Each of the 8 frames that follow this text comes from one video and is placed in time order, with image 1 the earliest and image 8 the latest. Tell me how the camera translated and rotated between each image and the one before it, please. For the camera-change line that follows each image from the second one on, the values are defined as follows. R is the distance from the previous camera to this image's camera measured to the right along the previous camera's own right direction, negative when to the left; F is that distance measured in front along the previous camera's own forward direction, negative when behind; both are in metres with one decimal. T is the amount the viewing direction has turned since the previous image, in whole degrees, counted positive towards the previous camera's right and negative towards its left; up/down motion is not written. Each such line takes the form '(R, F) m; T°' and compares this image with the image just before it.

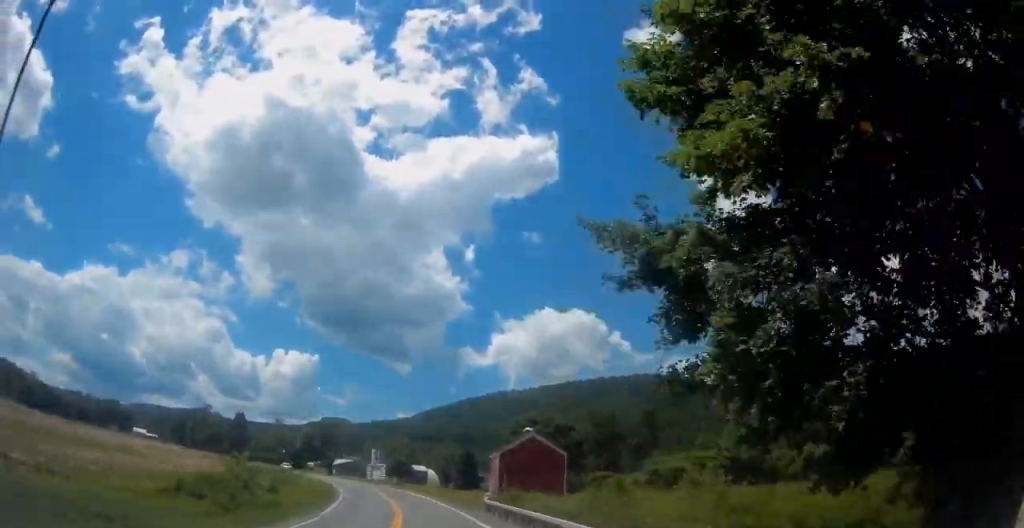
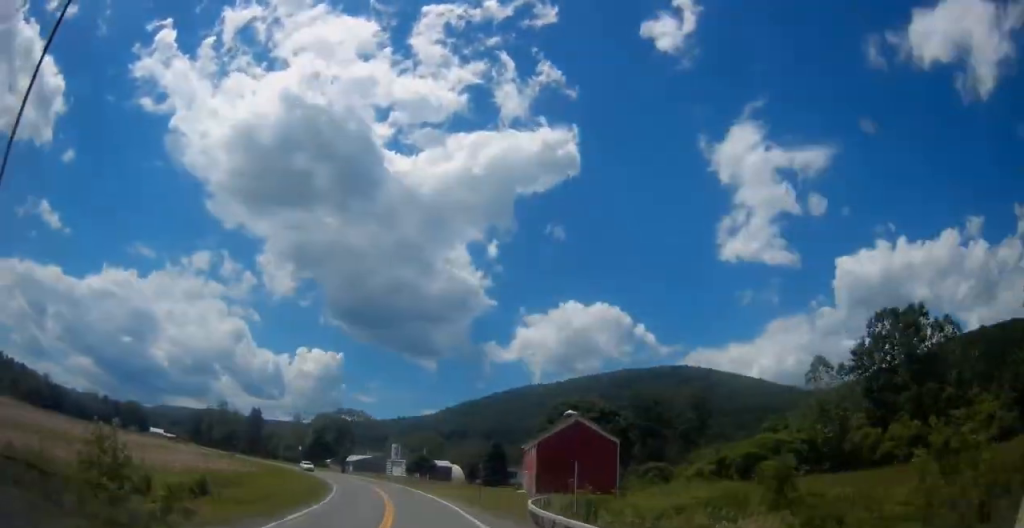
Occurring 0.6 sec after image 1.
(-0.3, +12.5) m; -2°
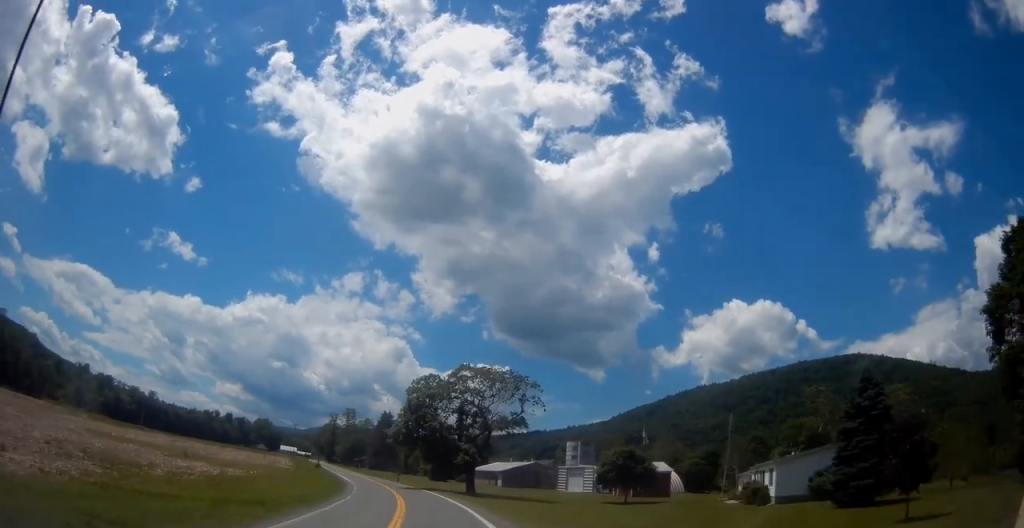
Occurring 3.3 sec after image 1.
(-7.1, +59.3) m; -15°
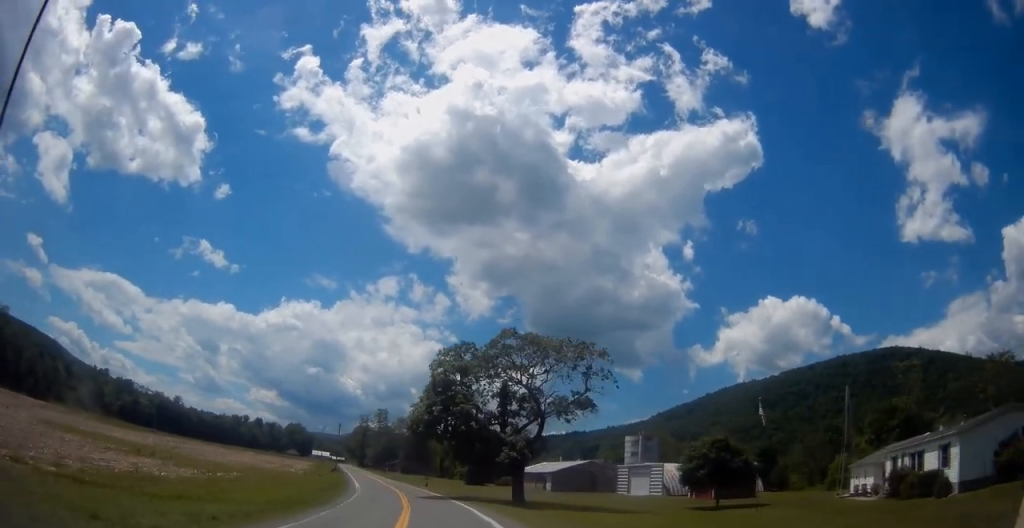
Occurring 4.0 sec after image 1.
(-0.6, +15.4) m; -4°
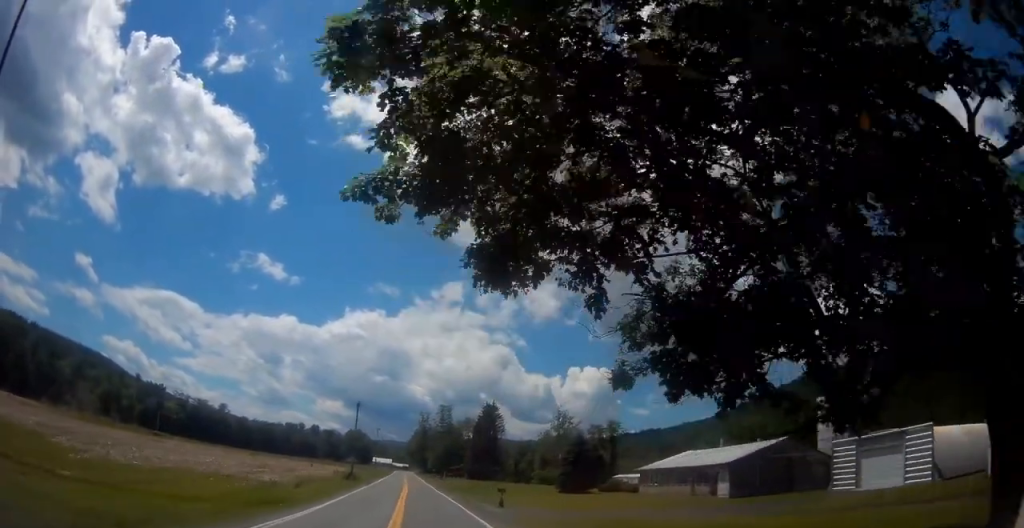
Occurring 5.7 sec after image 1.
(-3.0, +37.1) m; -8°
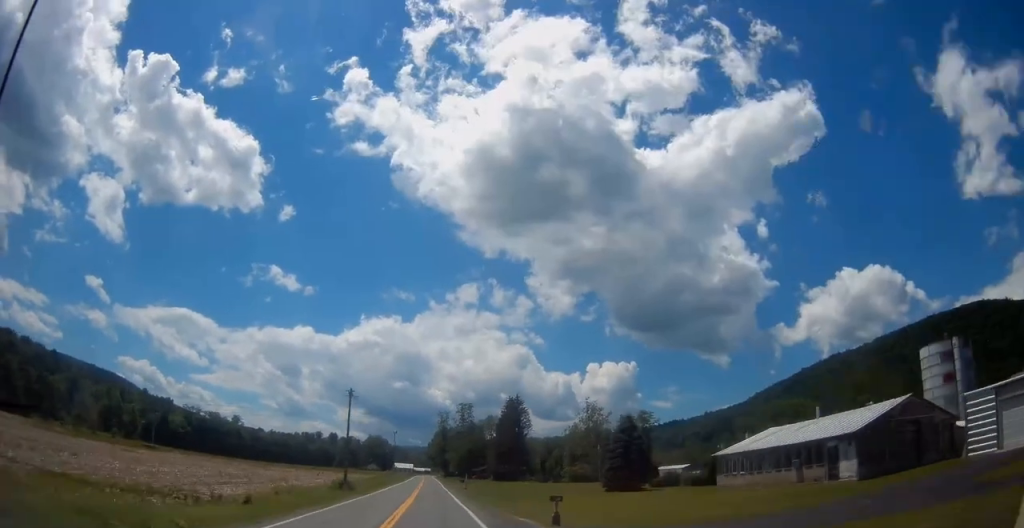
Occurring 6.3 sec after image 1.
(-0.2, +13.7) m; -2°
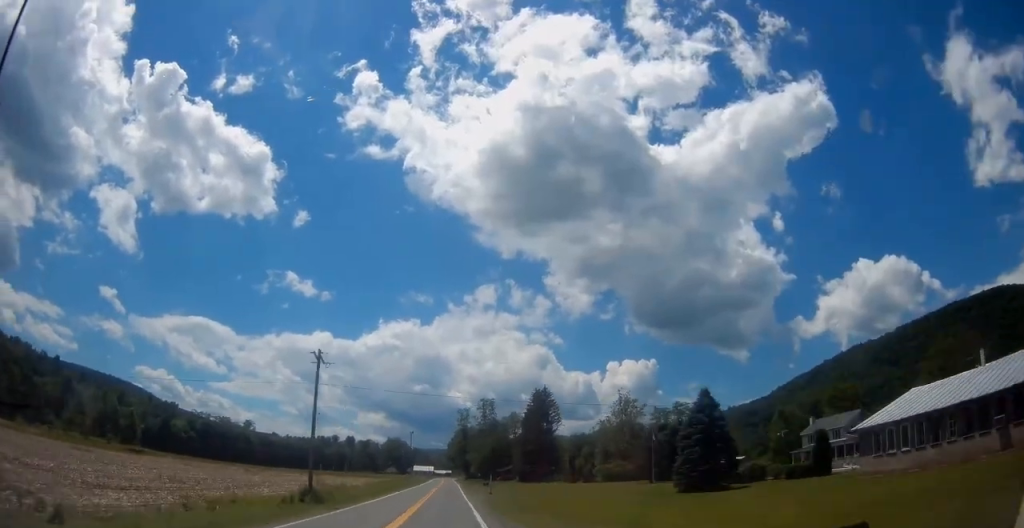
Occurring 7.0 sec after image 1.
(-0.2, +16.1) m; -2°
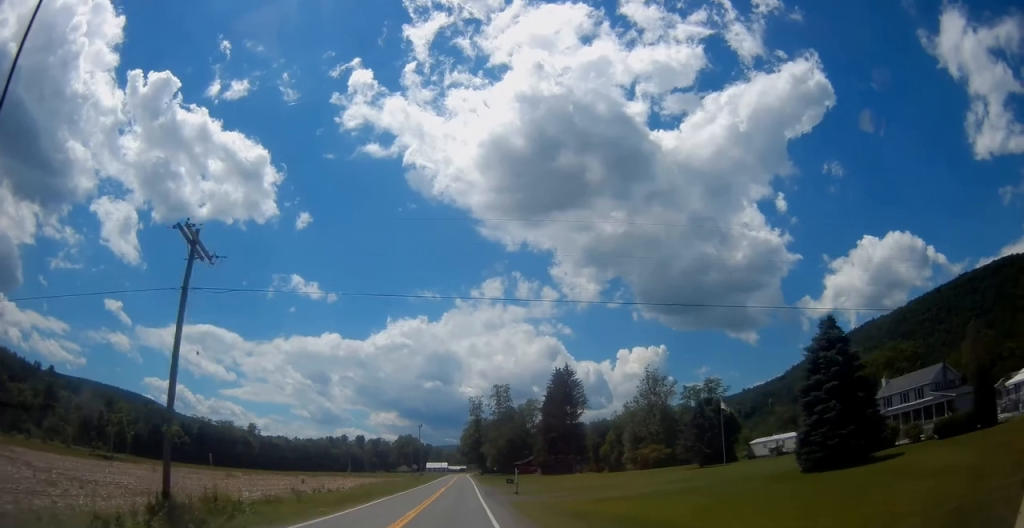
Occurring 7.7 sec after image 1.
(-0.3, +17.0) m; -3°
